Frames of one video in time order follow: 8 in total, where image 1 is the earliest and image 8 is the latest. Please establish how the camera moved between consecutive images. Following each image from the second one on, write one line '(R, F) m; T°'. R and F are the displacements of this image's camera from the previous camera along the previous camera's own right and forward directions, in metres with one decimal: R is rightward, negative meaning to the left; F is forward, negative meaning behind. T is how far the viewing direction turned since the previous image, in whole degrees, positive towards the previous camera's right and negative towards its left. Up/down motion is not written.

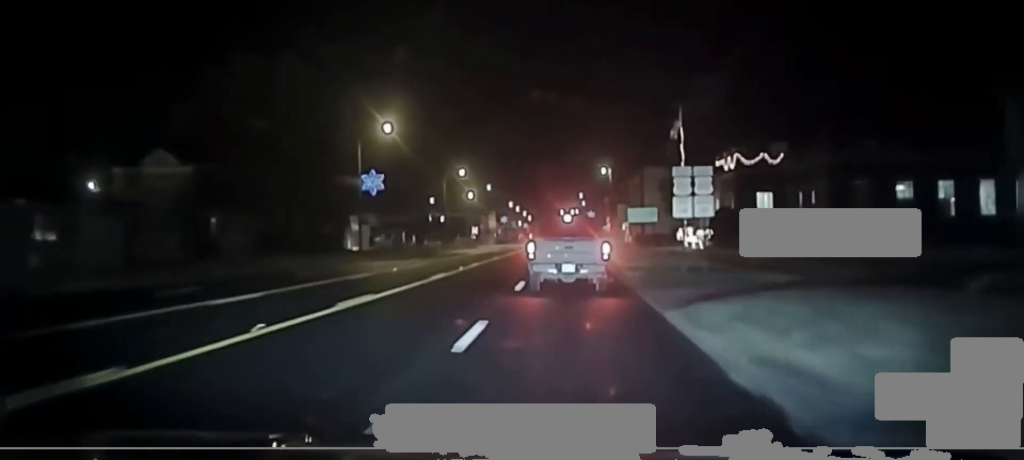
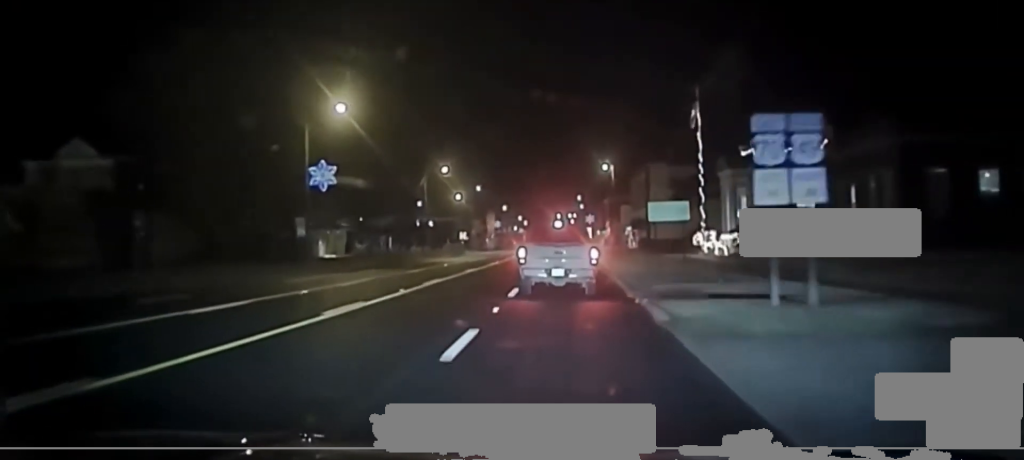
(0.0, +12.1) m; 0°
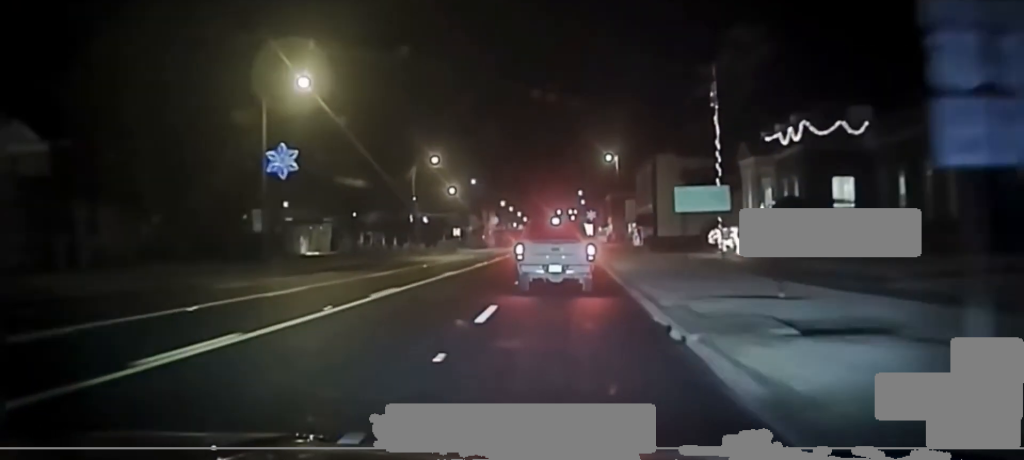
(+0.1, +7.5) m; -1°
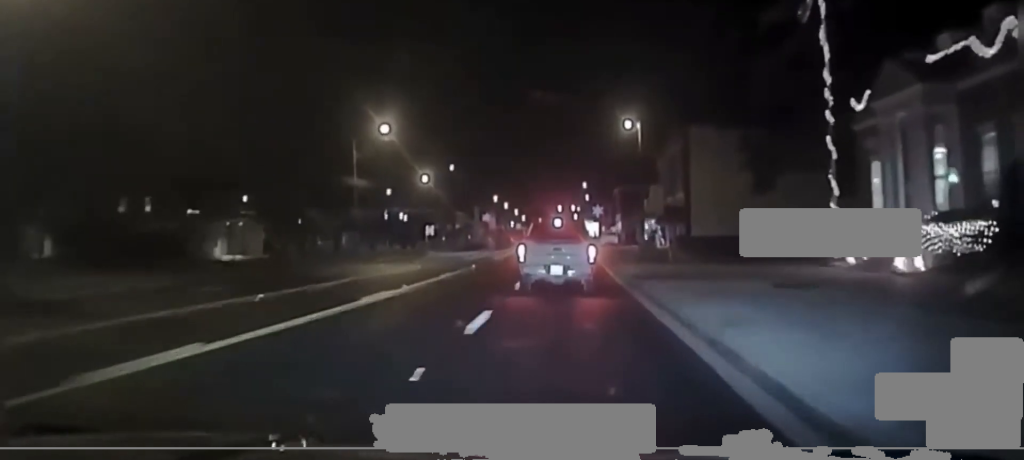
(-0.6, +25.7) m; -2°
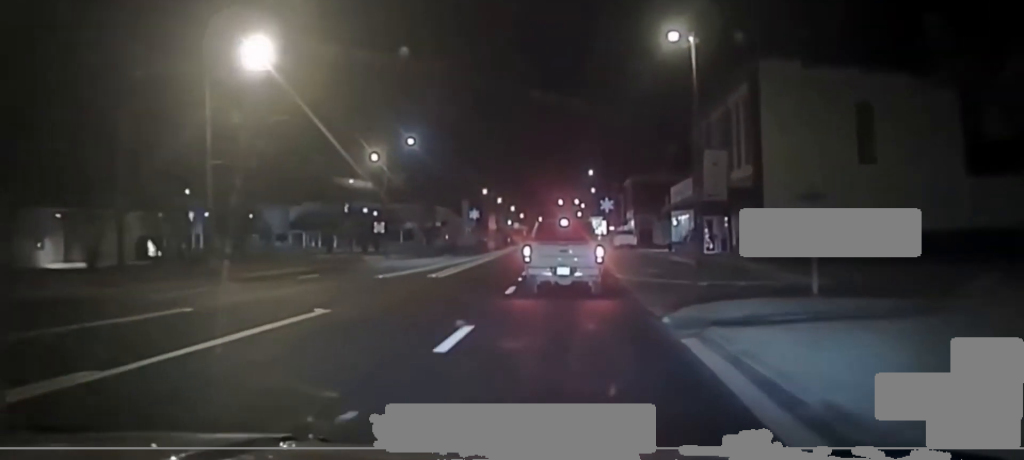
(0.0, +28.9) m; 0°
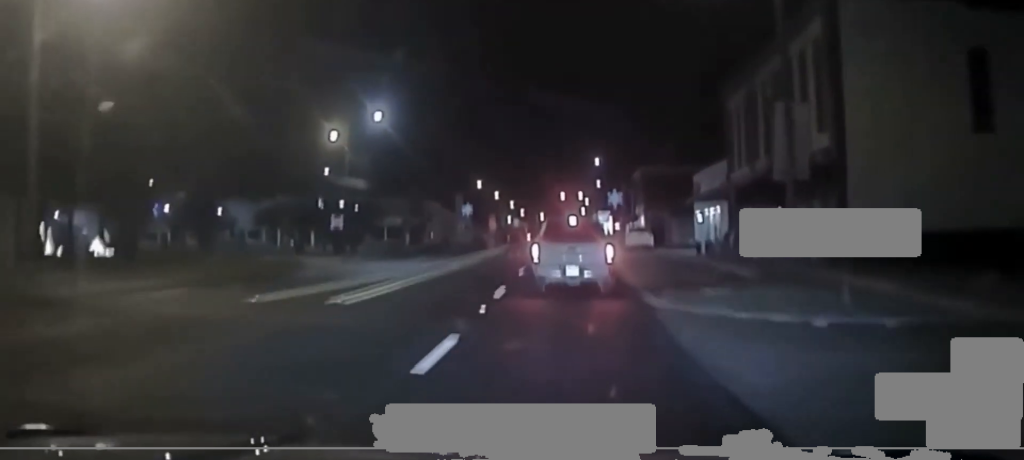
(0.0, +14.2) m; 0°
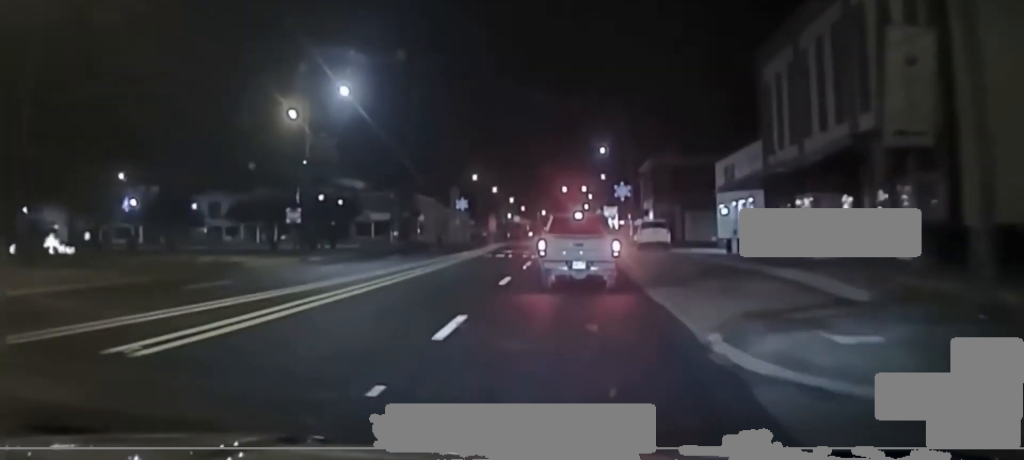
(0.0, +8.8) m; 0°
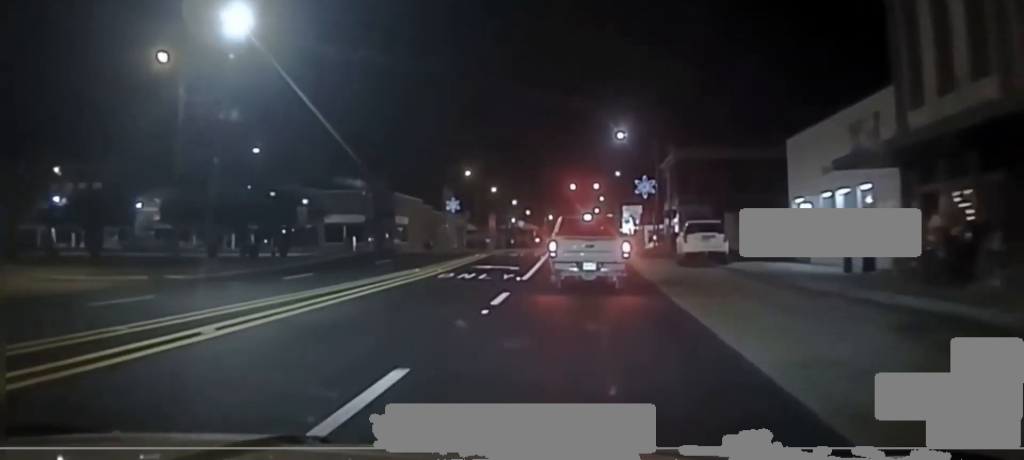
(-0.1, +17.2) m; -2°
